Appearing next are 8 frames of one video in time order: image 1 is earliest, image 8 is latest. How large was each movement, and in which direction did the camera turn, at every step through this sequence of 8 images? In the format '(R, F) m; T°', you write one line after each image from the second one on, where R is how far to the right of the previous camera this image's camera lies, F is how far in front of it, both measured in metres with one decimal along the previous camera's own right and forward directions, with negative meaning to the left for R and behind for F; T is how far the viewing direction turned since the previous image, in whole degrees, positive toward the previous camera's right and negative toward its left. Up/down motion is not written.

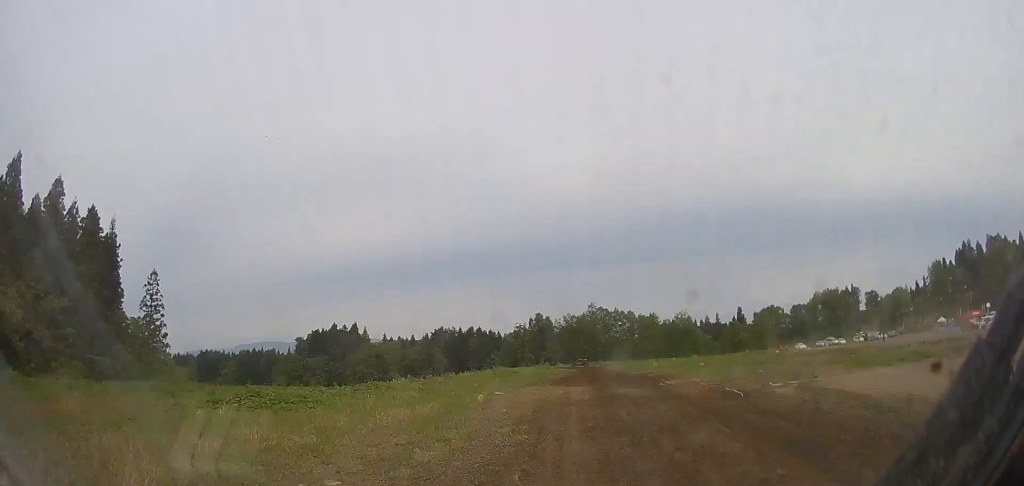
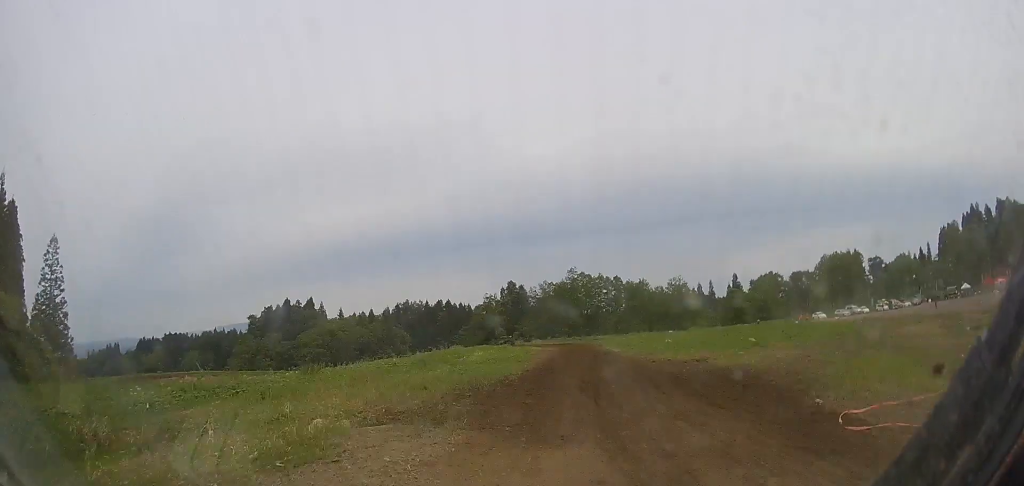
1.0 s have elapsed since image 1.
(0.0, +17.6) m; 0°
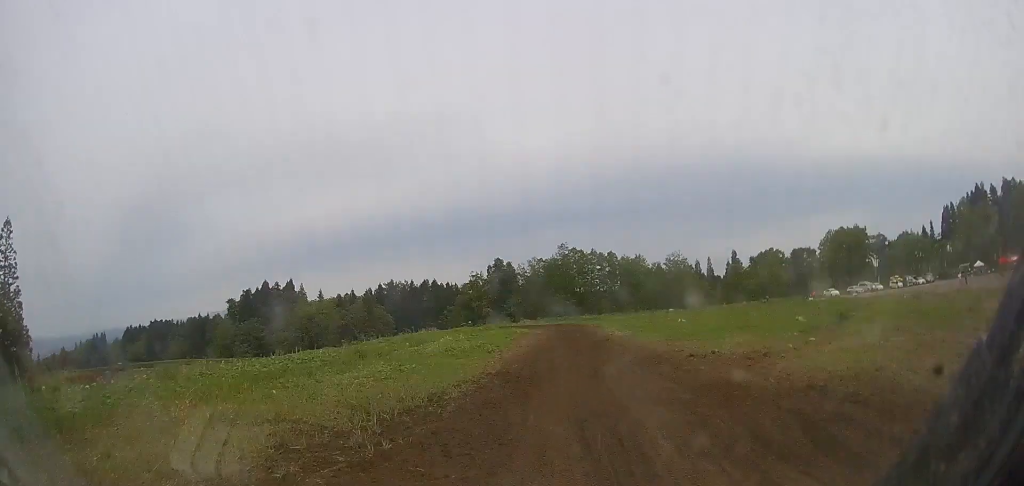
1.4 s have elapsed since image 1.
(0.0, +7.3) m; 0°
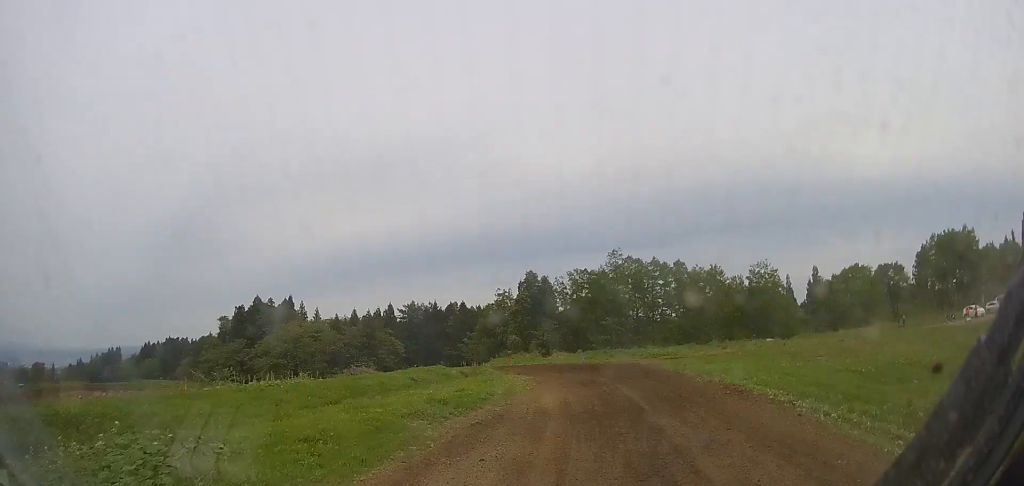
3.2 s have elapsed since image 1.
(0.0, +28.8) m; -11°
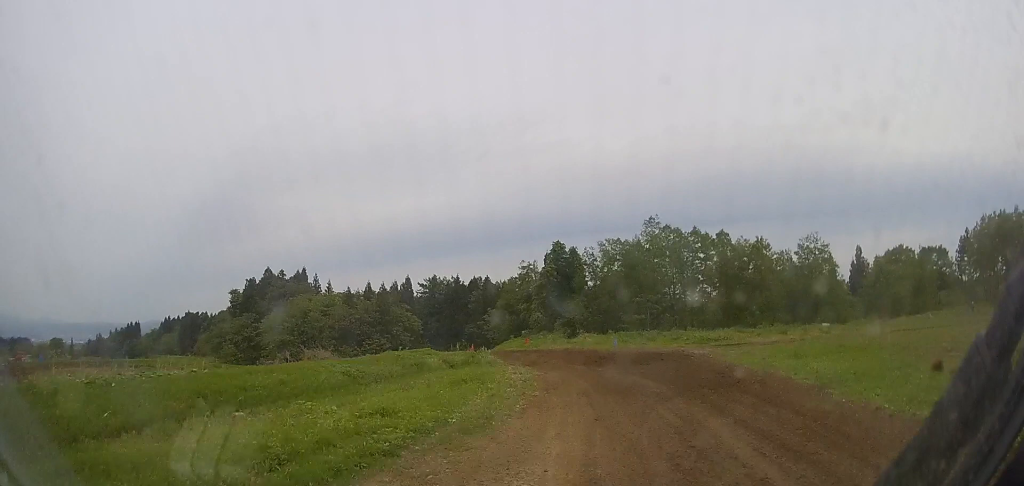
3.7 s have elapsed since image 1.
(-0.3, +6.5) m; -9°
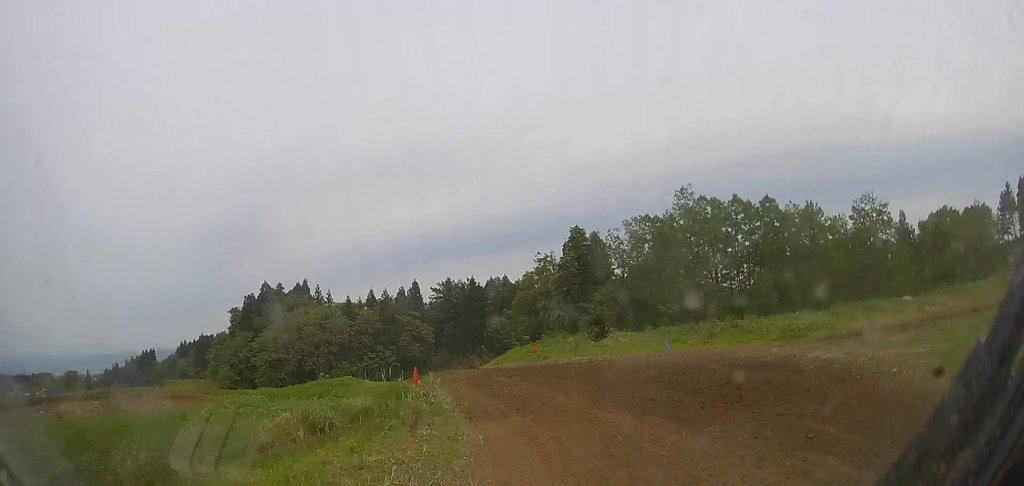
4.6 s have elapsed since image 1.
(-2.5, +10.1) m; -17°
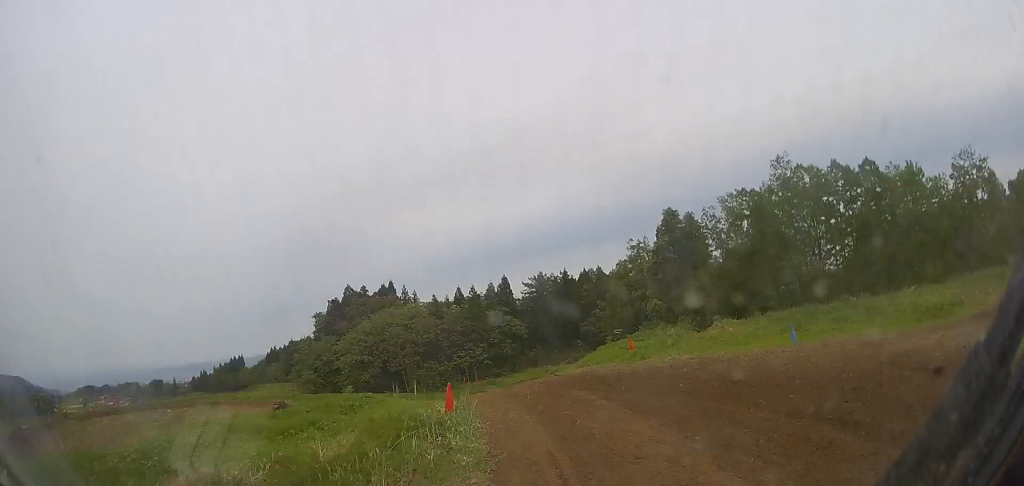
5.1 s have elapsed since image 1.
(-0.3, +5.5) m; -2°
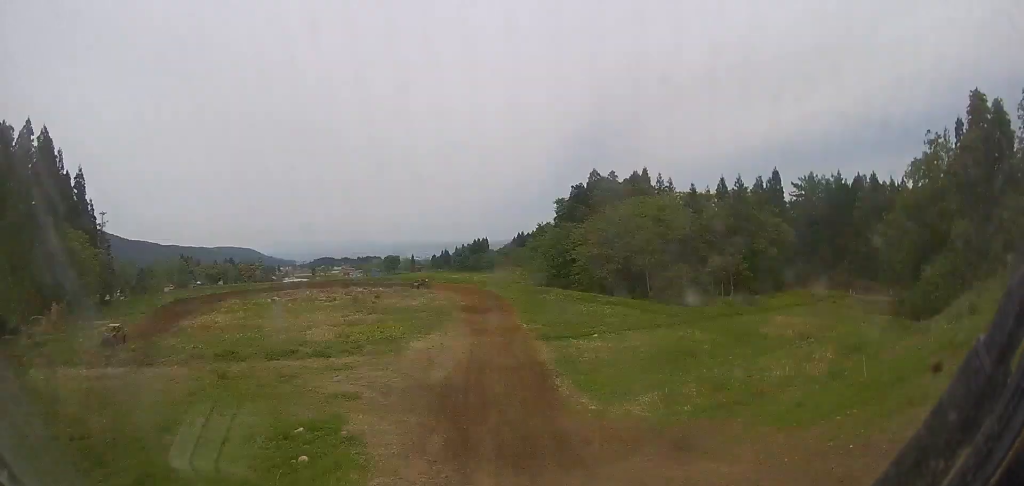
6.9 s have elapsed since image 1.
(-0.5, +19.4) m; -3°
